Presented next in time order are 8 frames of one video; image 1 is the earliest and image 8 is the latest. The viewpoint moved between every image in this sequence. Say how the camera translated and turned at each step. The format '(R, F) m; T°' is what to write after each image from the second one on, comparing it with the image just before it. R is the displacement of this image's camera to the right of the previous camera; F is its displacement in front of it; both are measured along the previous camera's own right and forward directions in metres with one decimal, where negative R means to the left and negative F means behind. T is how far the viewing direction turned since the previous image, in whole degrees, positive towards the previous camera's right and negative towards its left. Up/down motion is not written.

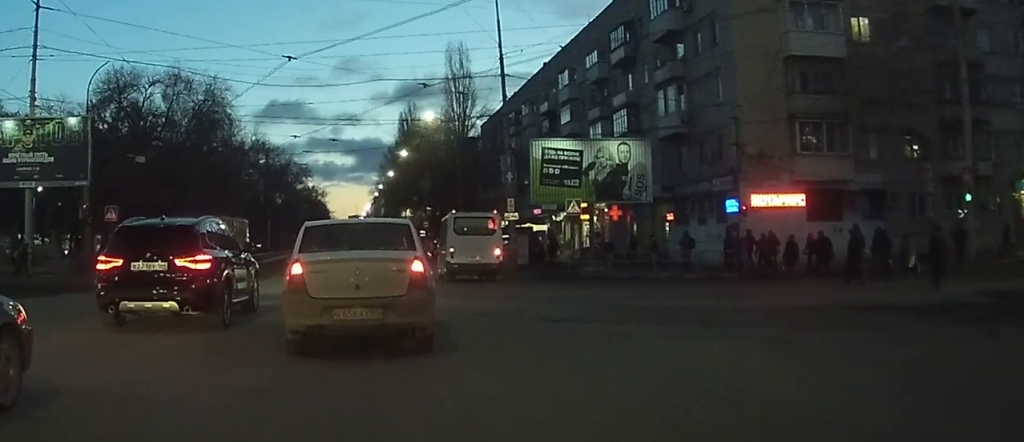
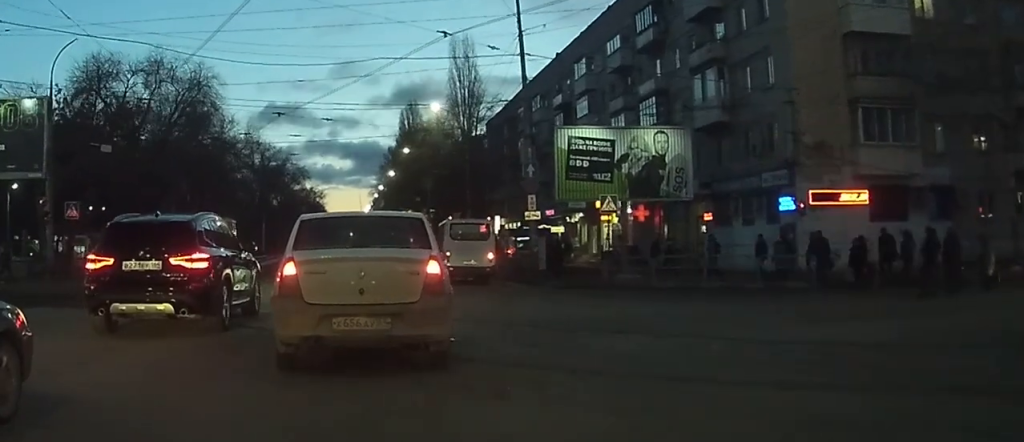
(0.0, +7.6) m; -1°
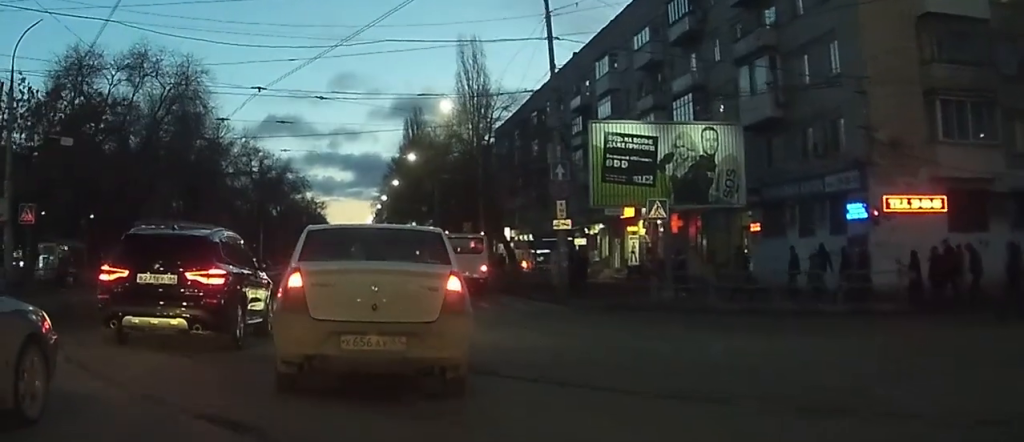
(-0.1, +7.9) m; 0°
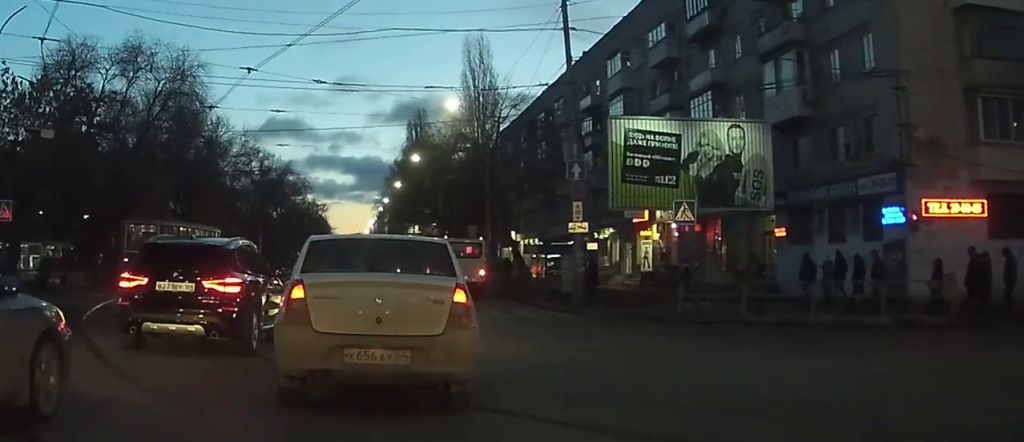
(+0.1, +3.2) m; +1°
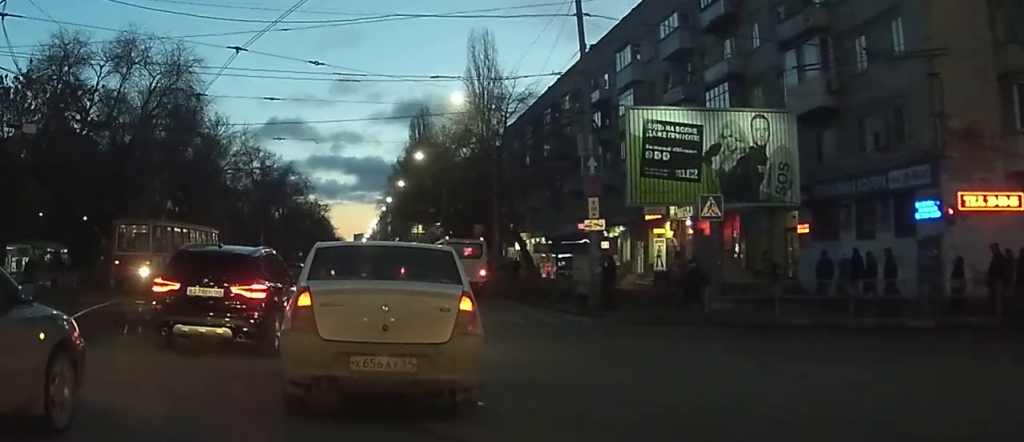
(0.0, +2.7) m; +1°
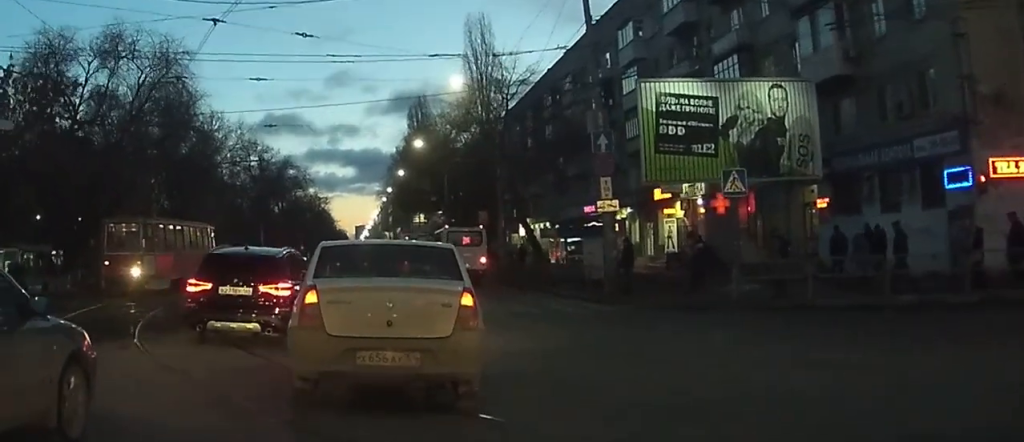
(0.0, +2.3) m; +1°
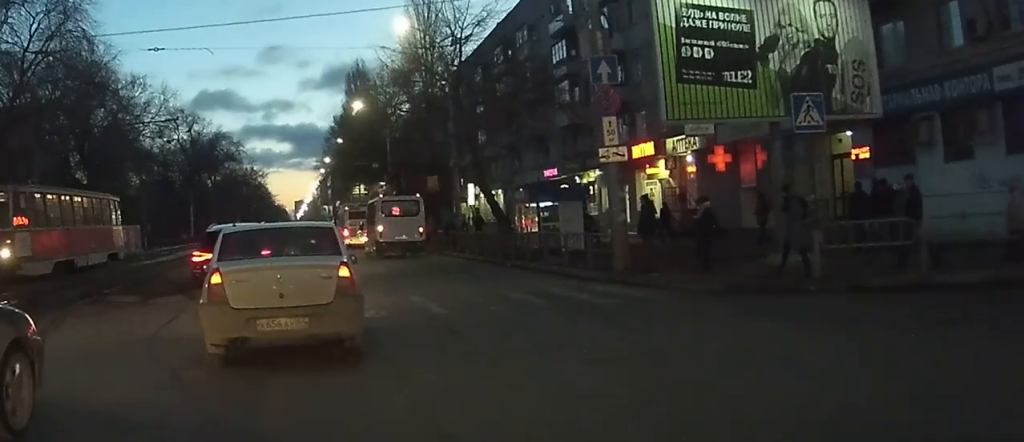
(+0.2, +7.8) m; +2°
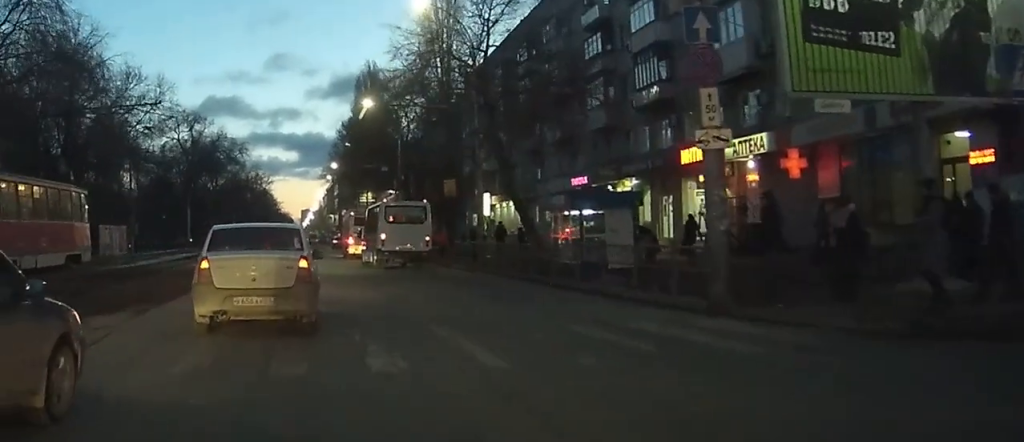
(0.0, +5.7) m; -1°
